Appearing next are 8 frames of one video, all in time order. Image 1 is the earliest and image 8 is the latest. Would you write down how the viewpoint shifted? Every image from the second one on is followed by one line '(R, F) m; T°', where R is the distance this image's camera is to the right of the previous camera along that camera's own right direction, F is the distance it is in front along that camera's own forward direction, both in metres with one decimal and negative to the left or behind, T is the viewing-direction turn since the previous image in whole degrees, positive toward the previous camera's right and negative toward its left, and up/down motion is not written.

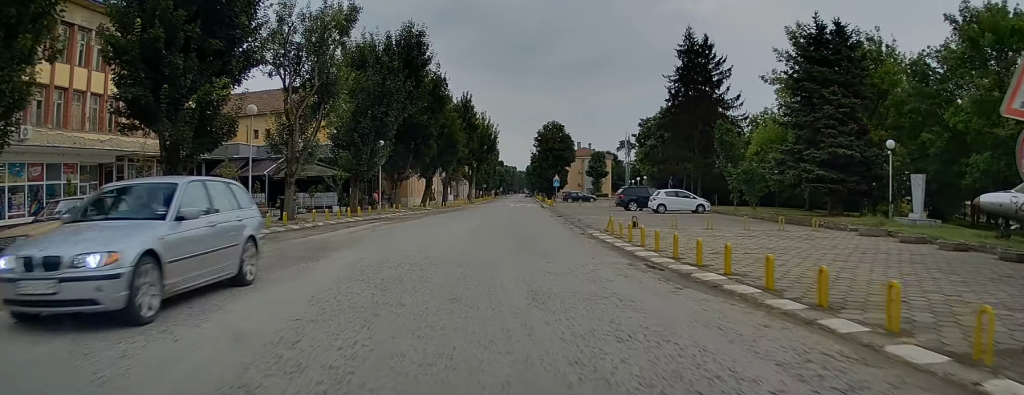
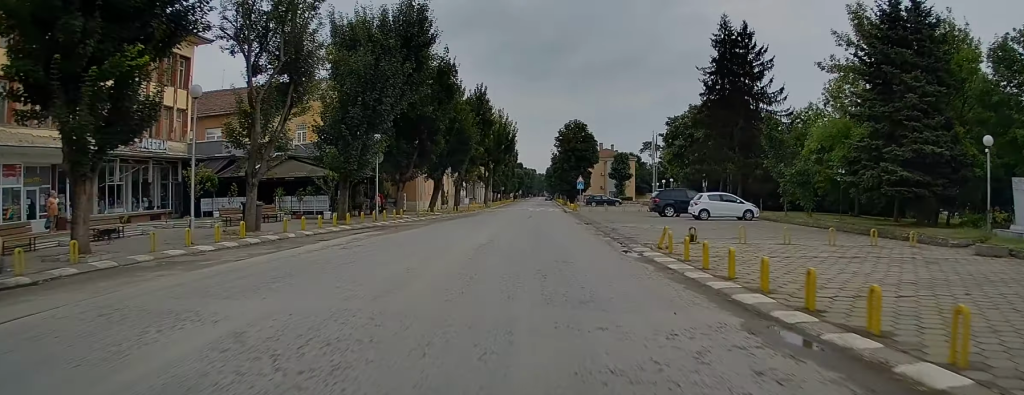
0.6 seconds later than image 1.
(+0.1, +5.2) m; -2°
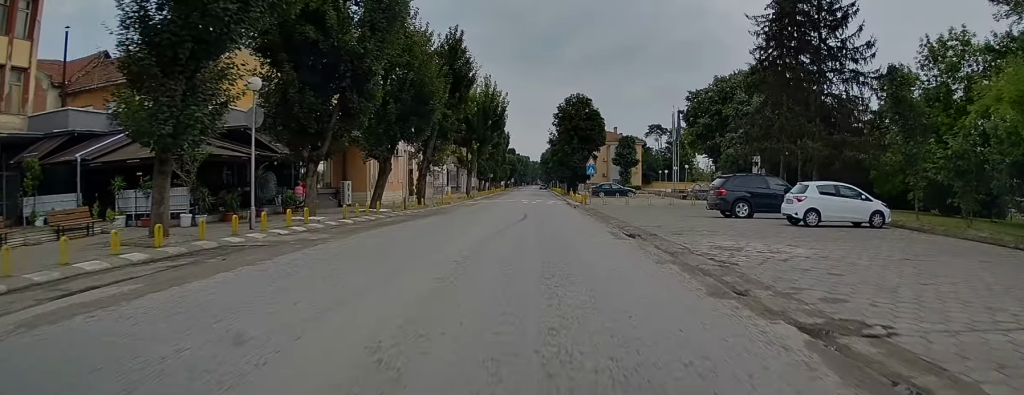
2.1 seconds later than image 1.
(-0.9, +14.4) m; -5°
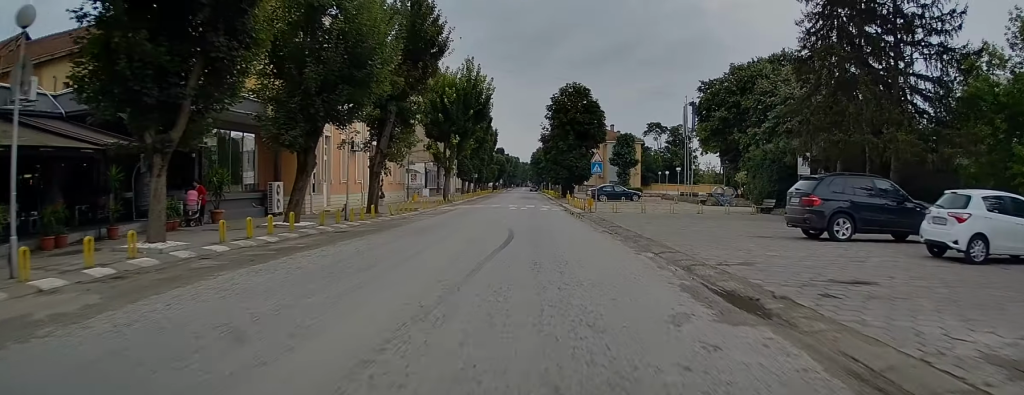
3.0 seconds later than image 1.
(-0.2, +10.0) m; 0°
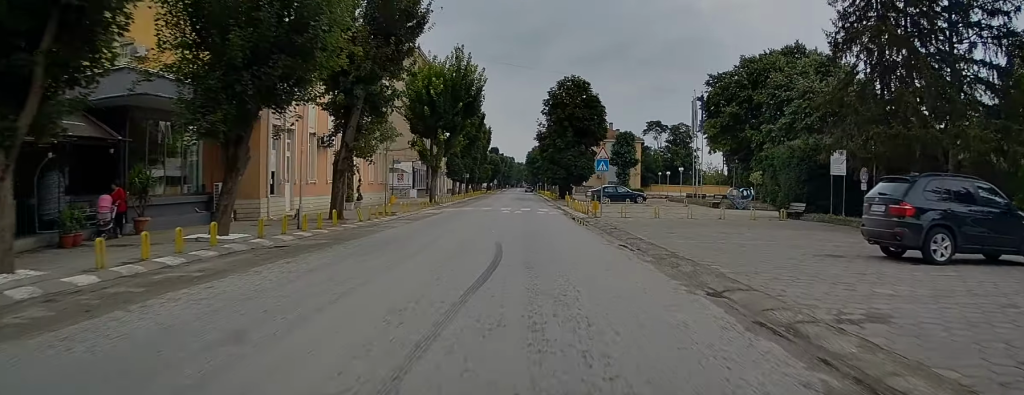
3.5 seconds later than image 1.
(+0.2, +5.0) m; 0°
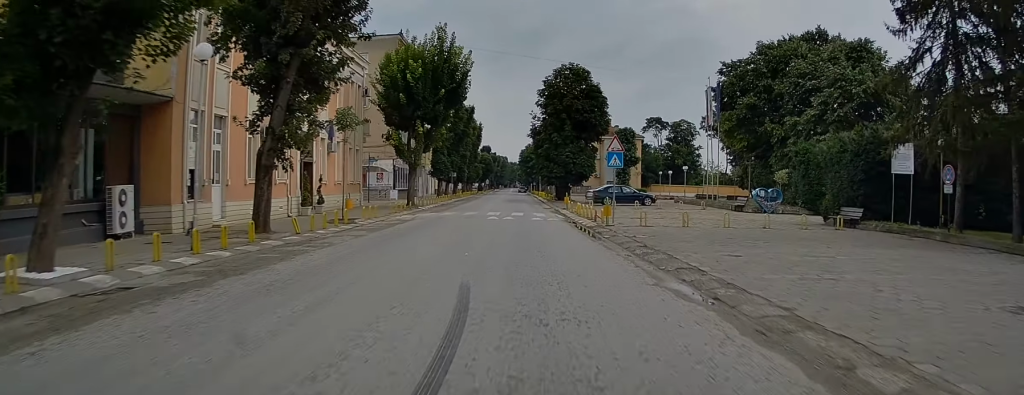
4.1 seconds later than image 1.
(0.0, +6.7) m; 0°
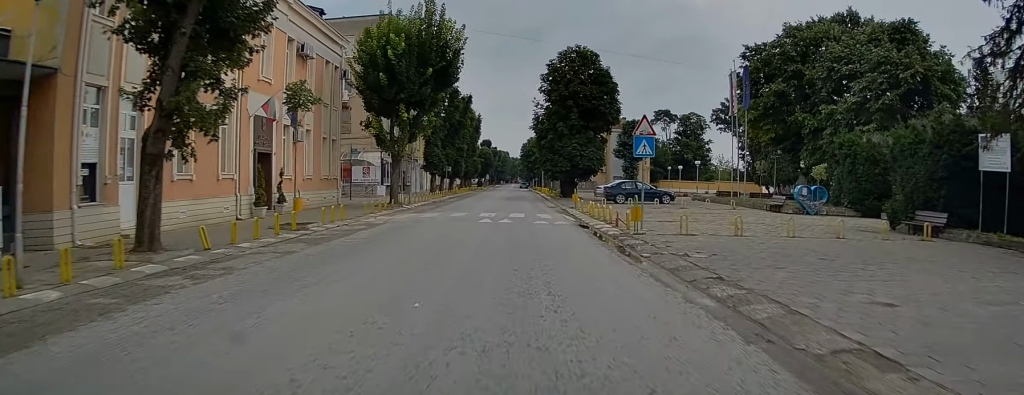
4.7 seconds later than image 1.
(-0.3, +5.9) m; 0°
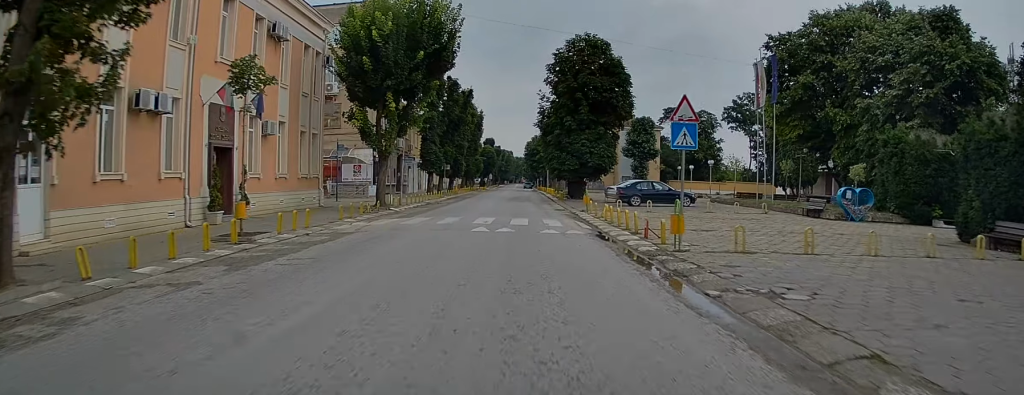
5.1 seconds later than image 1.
(+0.1, +4.4) m; +1°
